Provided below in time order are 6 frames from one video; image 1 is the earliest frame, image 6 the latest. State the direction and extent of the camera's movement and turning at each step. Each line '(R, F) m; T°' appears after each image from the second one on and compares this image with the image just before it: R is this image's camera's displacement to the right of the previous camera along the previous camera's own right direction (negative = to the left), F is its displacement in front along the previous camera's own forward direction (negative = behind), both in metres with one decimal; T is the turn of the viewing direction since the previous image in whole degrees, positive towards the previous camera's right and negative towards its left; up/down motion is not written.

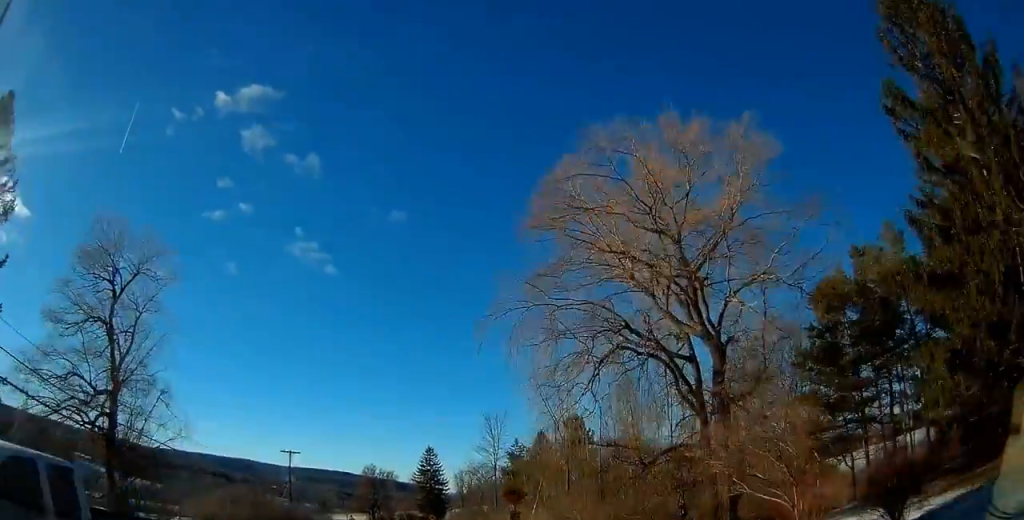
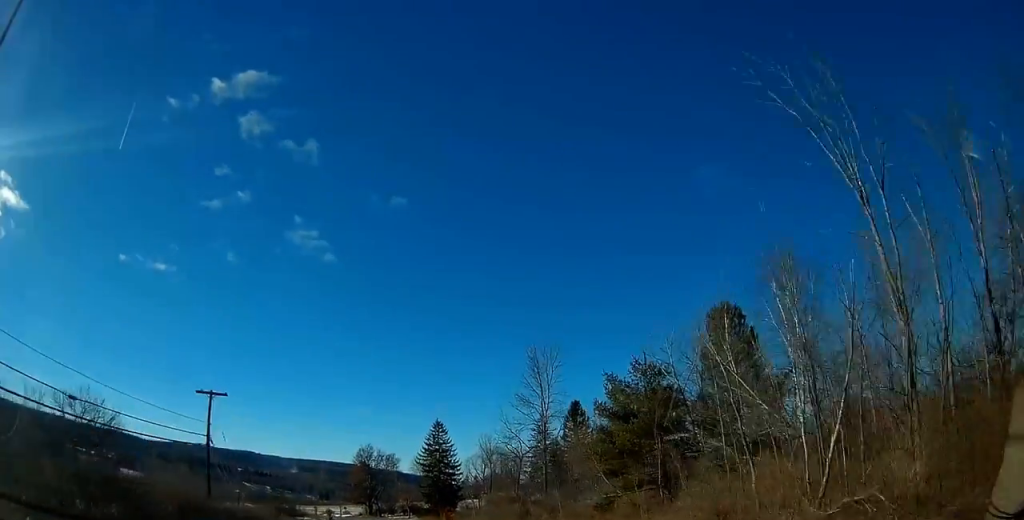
(+1.2, +29.0) m; +1°
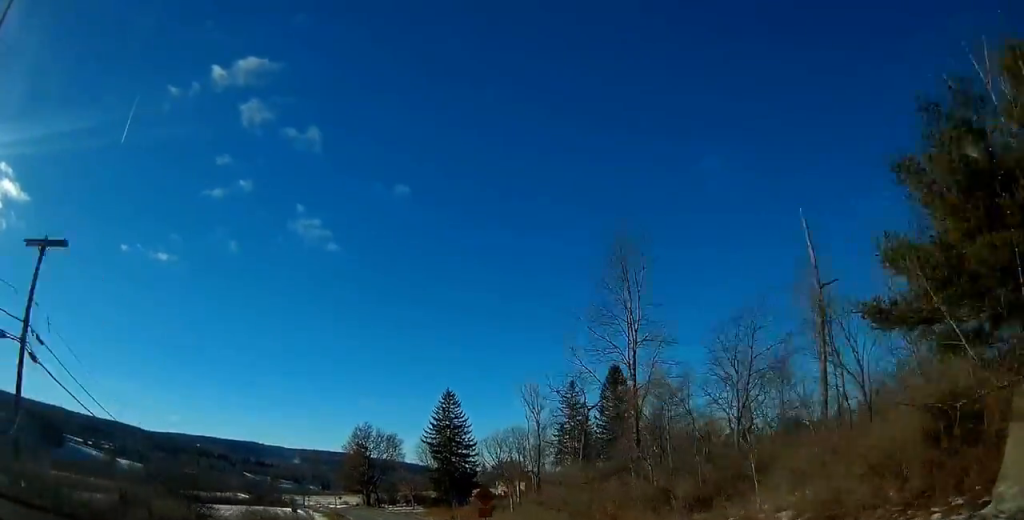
(-0.8, +21.7) m; 0°
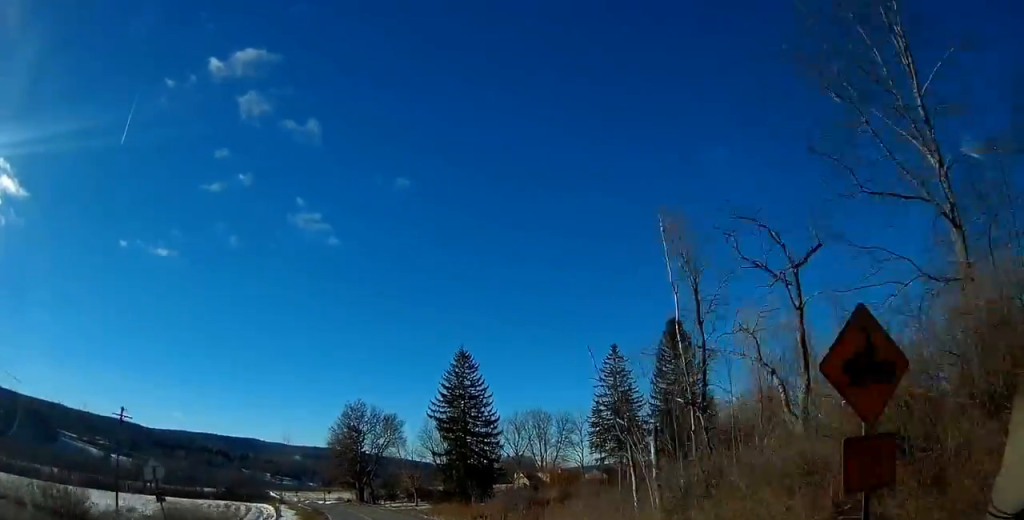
(+0.7, +23.4) m; -1°
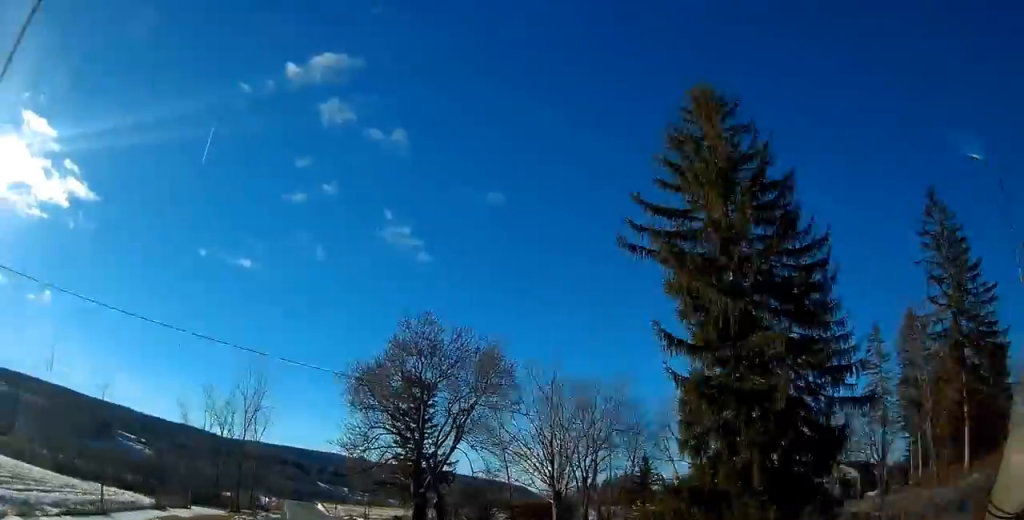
(-3.8, +55.3) m; -8°
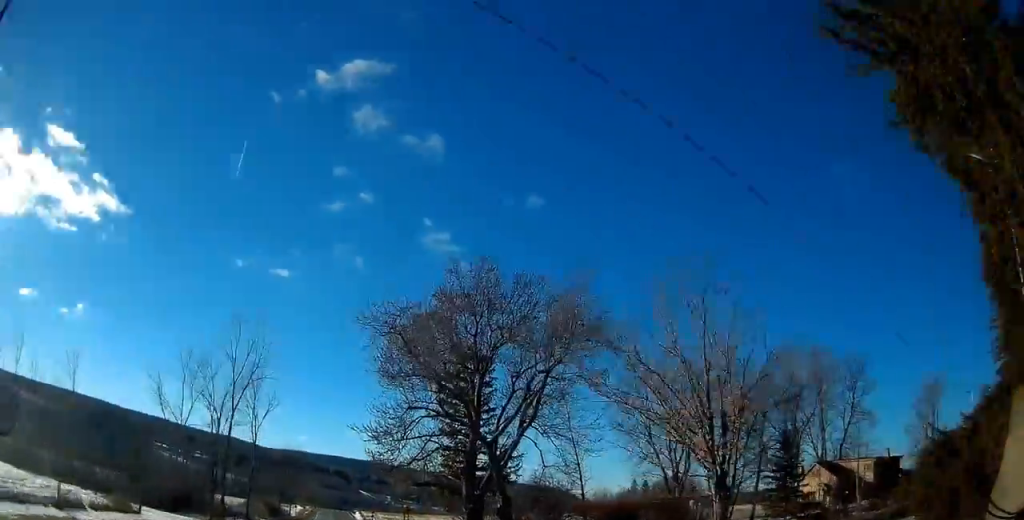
(+0.2, +13.3) m; -3°
